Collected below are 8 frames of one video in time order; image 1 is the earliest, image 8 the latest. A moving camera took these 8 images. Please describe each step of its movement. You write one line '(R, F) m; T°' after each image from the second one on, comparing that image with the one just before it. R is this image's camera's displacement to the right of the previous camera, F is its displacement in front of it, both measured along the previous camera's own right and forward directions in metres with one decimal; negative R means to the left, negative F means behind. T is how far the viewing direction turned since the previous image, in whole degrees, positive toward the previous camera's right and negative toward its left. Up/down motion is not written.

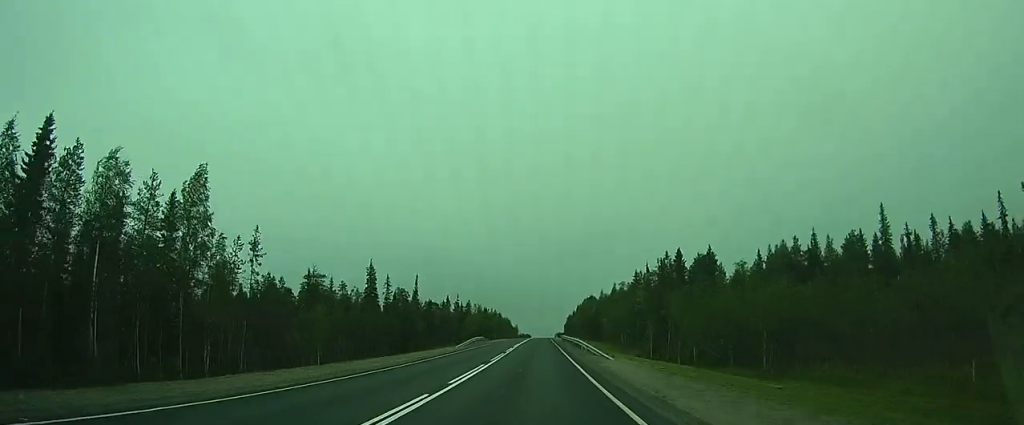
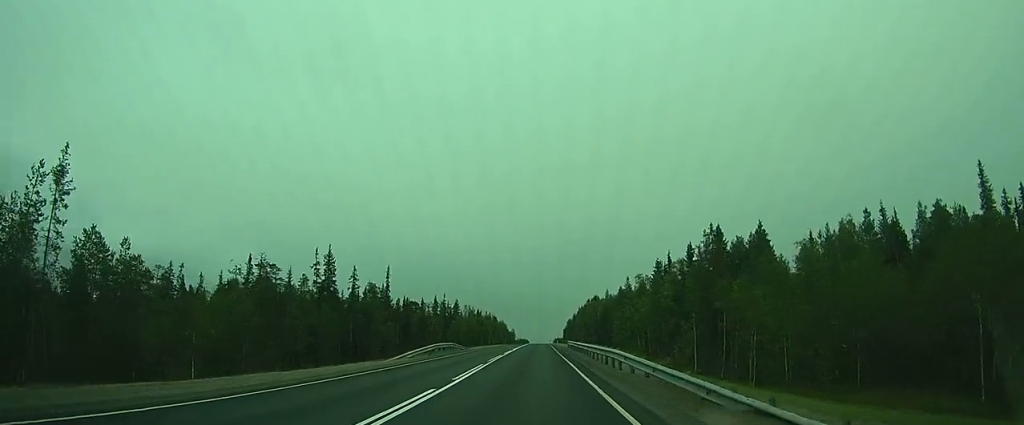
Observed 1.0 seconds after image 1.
(-0.2, +20.9) m; 0°
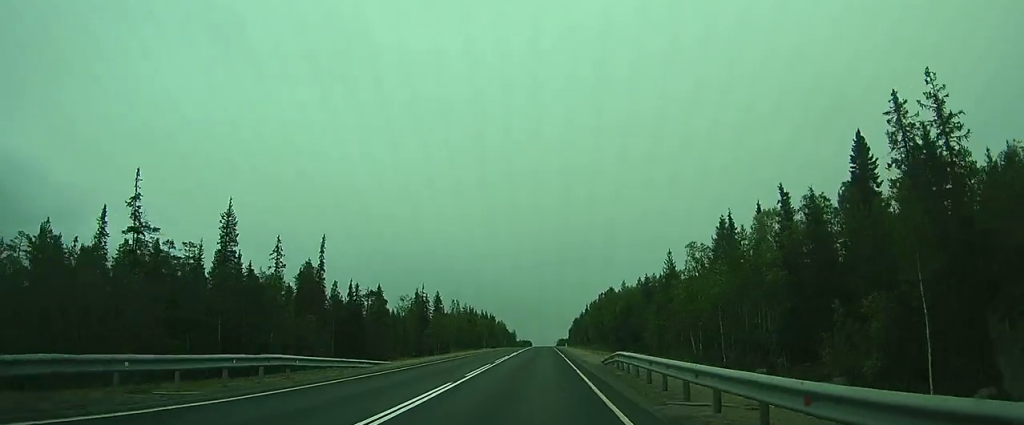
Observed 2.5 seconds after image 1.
(+0.4, +31.3) m; +1°
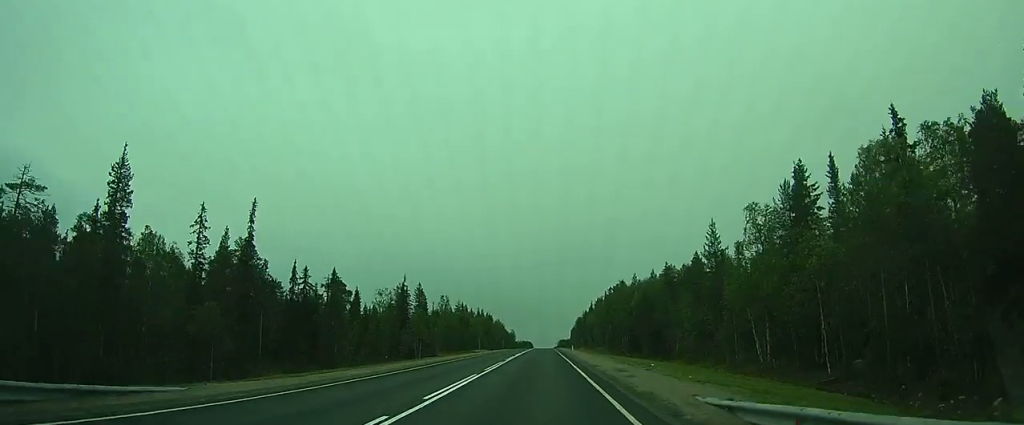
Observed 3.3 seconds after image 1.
(0.0, +18.3) m; +2°
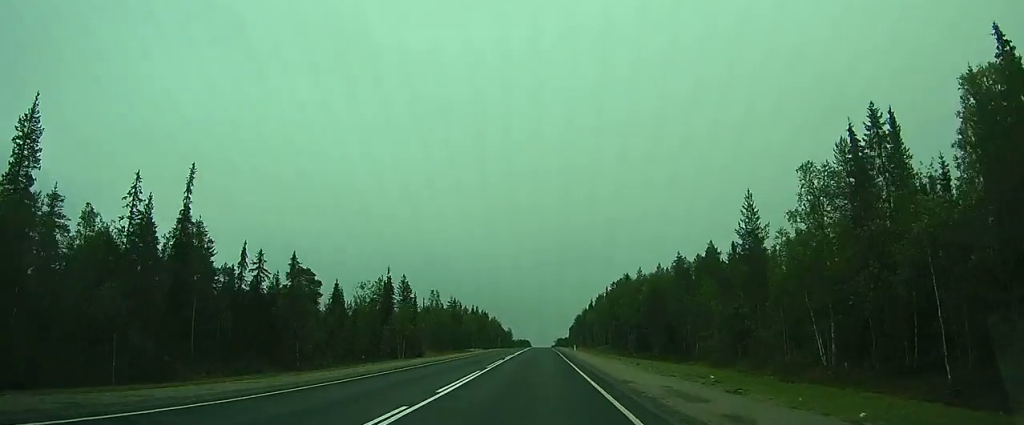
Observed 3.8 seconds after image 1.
(+0.2, +10.4) m; +1°
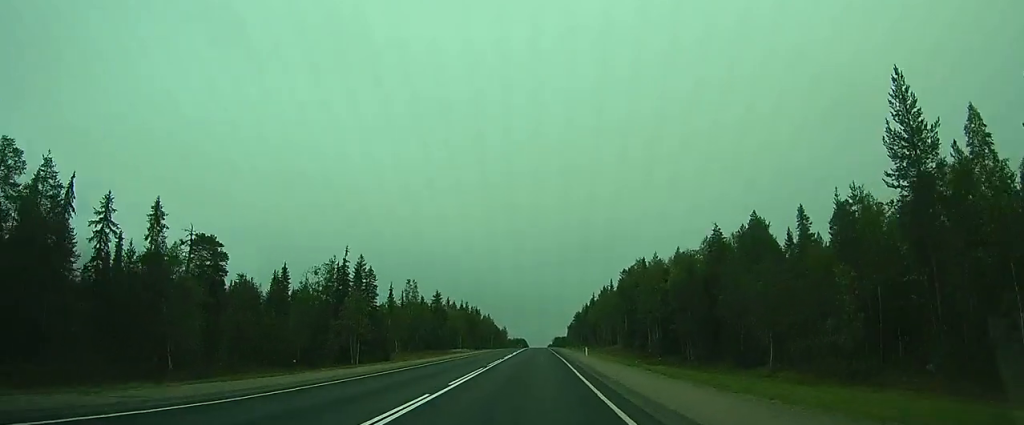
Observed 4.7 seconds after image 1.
(+0.7, +21.2) m; +1°
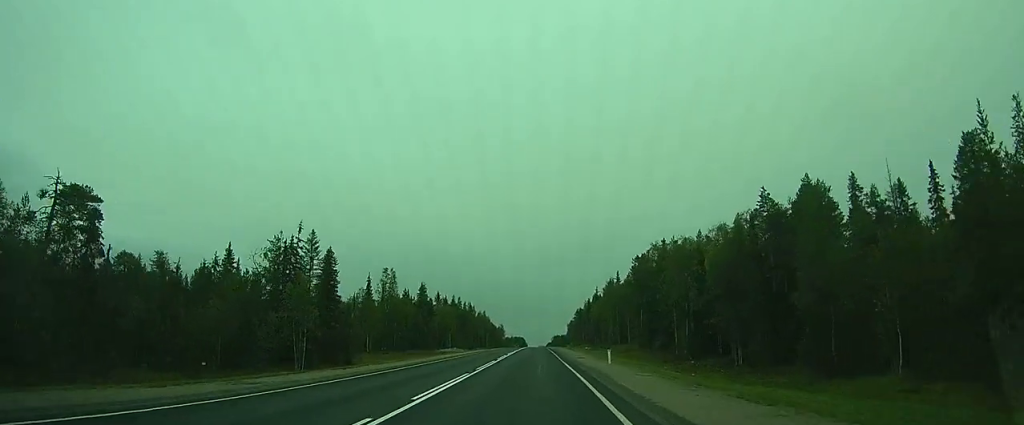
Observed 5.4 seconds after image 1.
(-0.3, +16.2) m; -1°
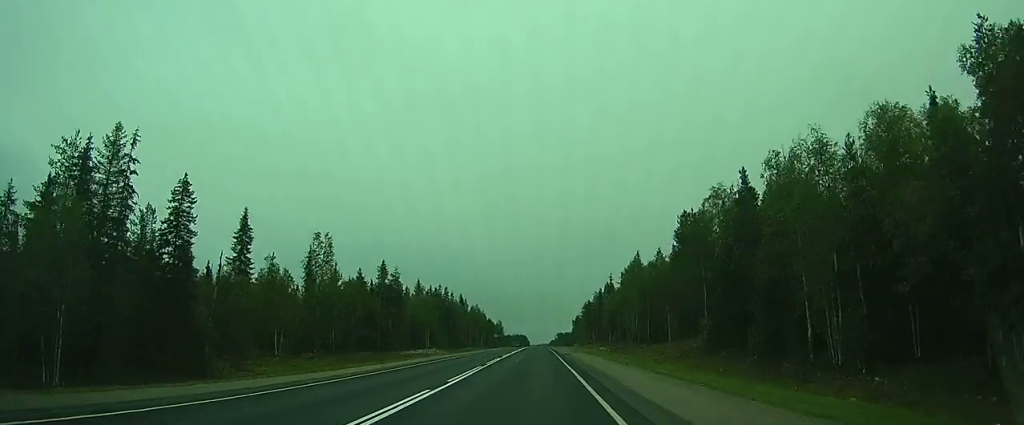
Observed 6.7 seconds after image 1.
(-0.2, +31.2) m; -1°
